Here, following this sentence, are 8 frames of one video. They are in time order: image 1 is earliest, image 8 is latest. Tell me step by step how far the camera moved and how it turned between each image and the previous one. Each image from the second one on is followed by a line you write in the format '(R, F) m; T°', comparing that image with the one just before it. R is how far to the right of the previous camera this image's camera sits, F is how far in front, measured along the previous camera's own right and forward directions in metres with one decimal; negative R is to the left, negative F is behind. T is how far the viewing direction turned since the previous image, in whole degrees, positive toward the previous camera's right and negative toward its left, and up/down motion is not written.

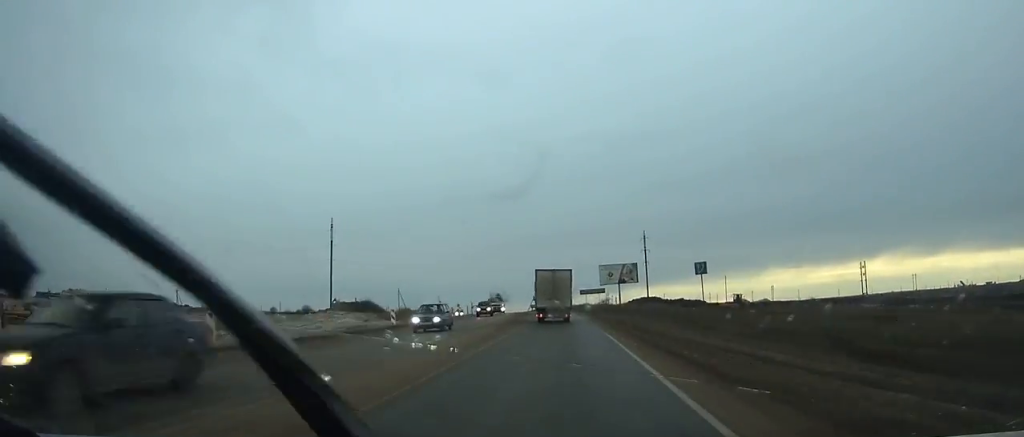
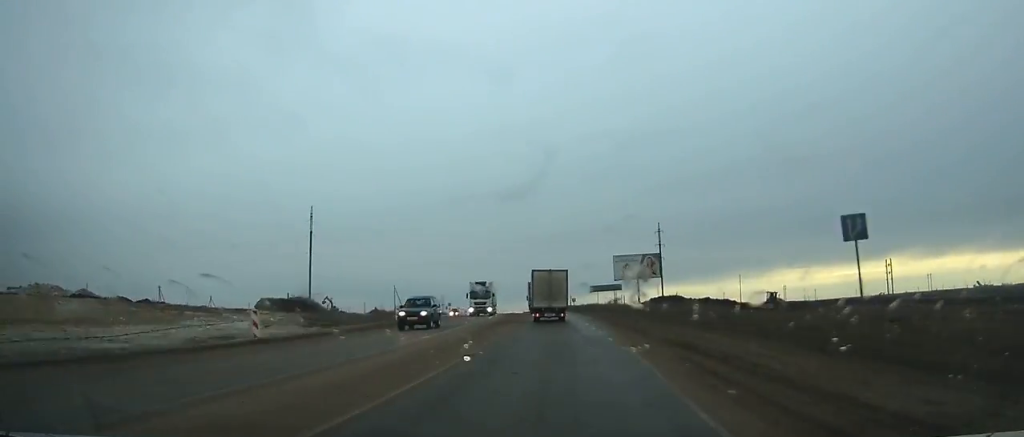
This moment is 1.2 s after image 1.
(+0.1, +18.4) m; -1°
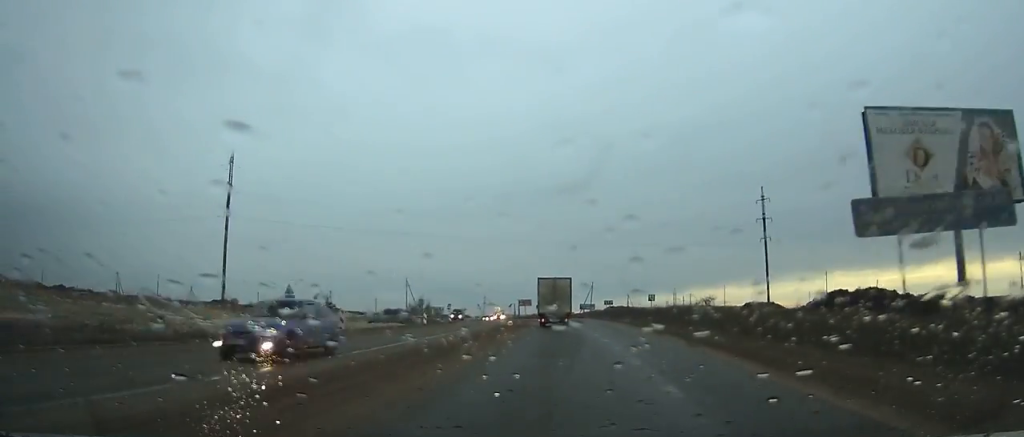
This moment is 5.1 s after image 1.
(-1.8, +58.7) m; -4°
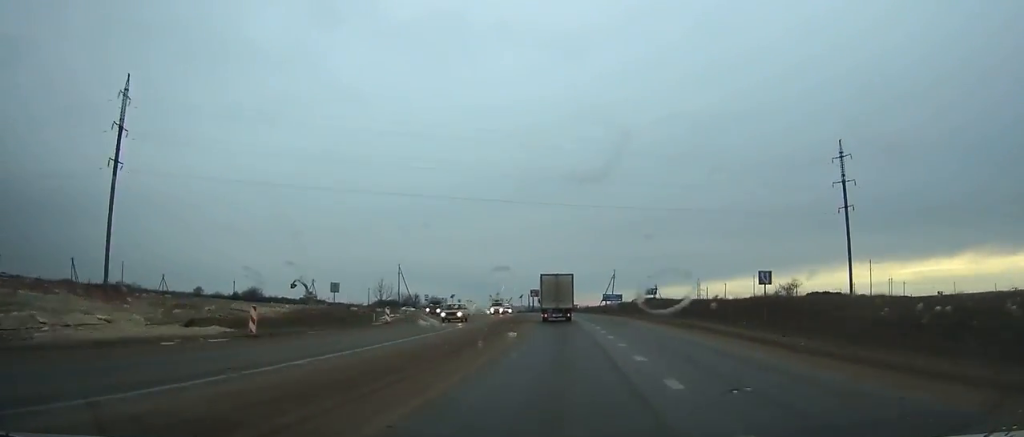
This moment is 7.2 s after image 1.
(-0.5, +31.3) m; -2°
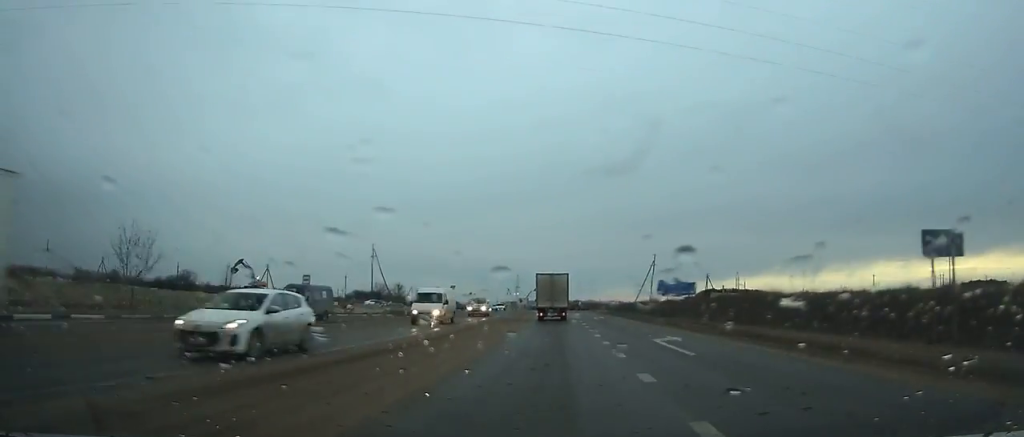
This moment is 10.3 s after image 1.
(-1.0, +46.3) m; -3°
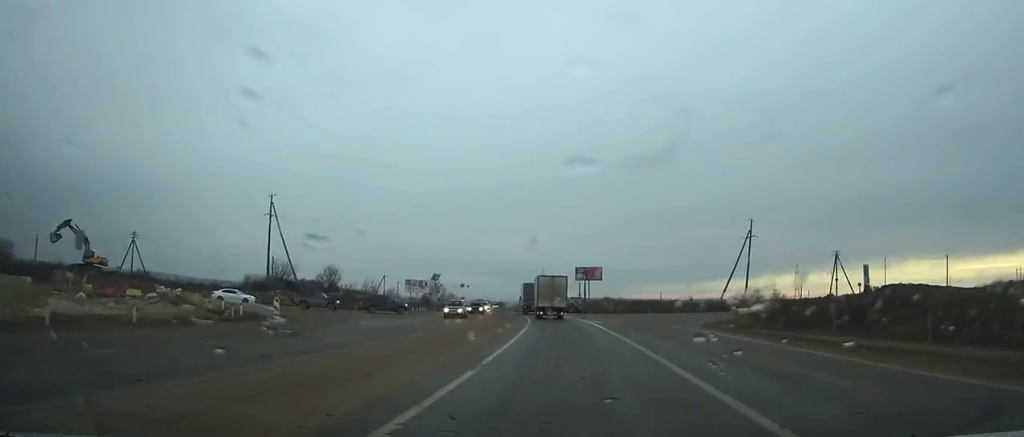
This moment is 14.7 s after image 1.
(-2.5, +67.4) m; -4°
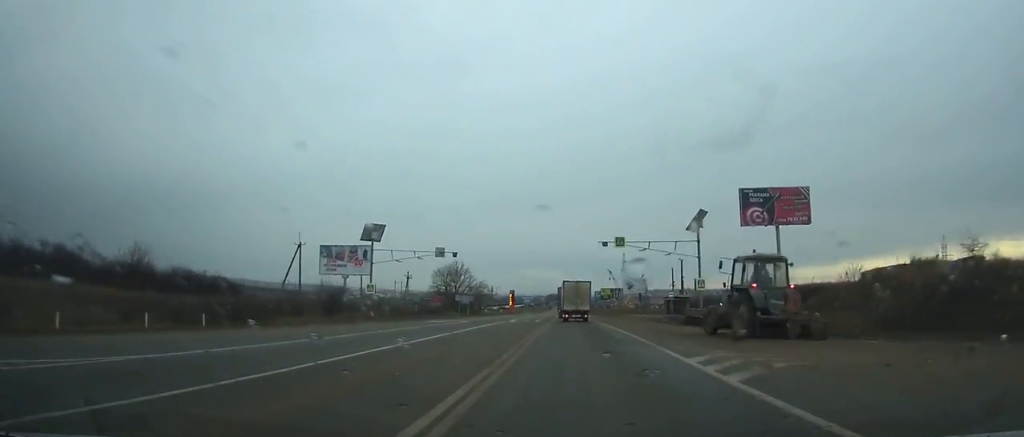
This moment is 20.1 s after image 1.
(-4.5, +86.8) m; -5°
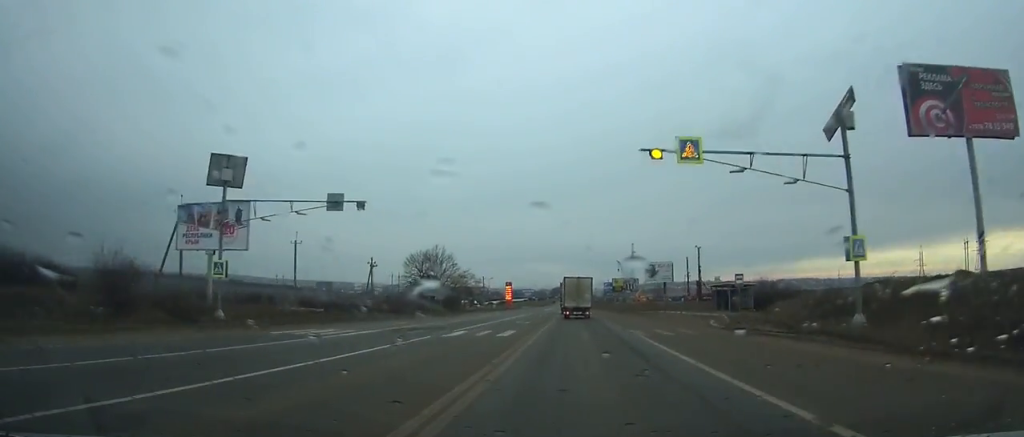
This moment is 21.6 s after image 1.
(-0.3, +25.0) m; 0°
